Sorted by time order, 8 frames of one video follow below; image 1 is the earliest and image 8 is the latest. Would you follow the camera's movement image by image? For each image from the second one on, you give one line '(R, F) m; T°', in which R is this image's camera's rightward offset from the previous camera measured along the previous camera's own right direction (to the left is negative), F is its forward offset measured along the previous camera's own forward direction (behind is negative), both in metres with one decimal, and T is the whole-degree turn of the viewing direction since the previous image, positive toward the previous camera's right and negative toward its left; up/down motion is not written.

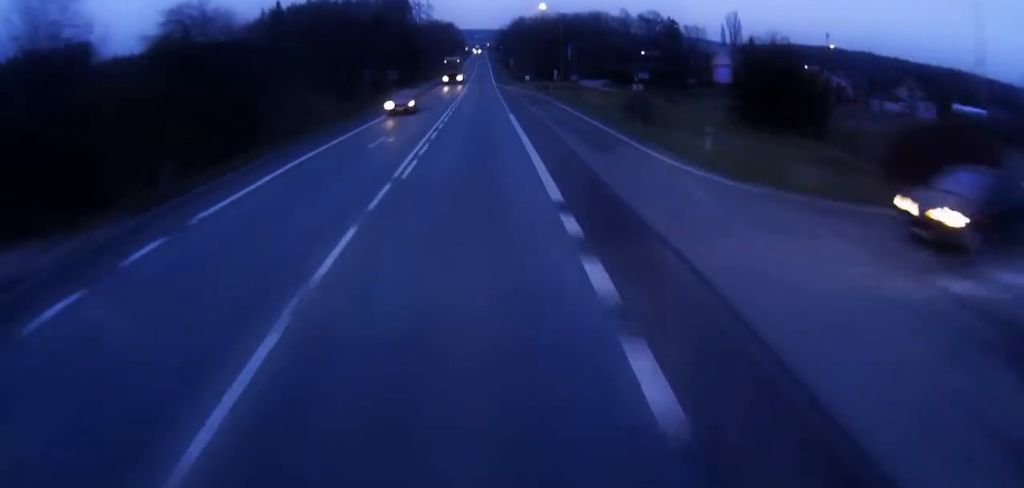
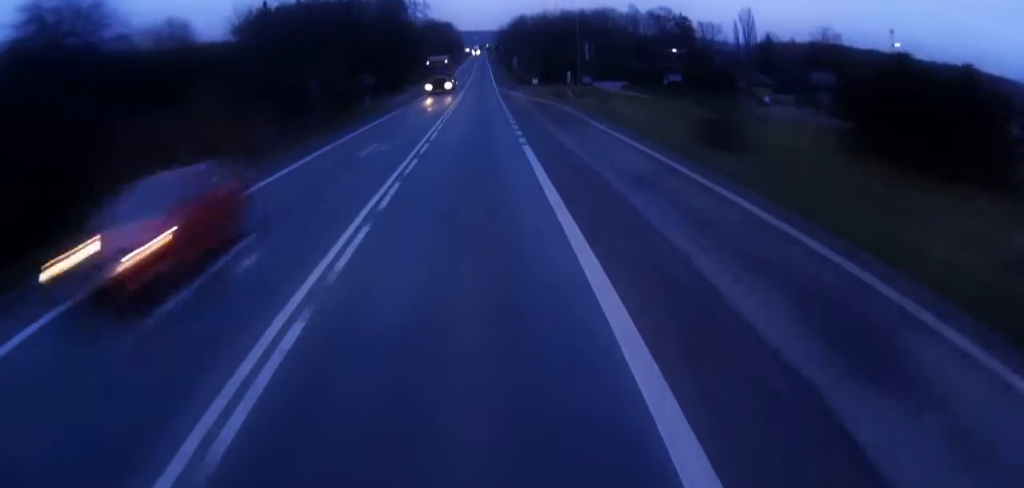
(+0.3, +17.7) m; -1°
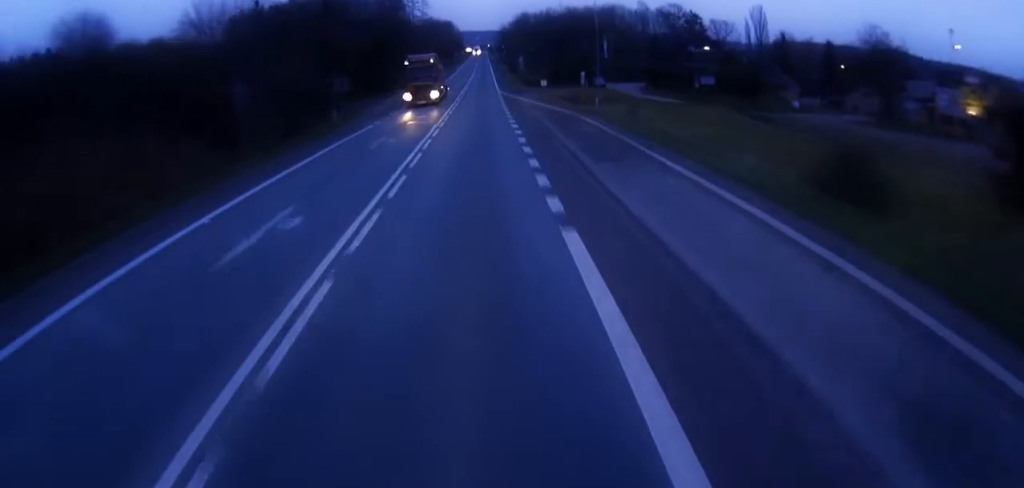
(-0.4, +12.3) m; -1°
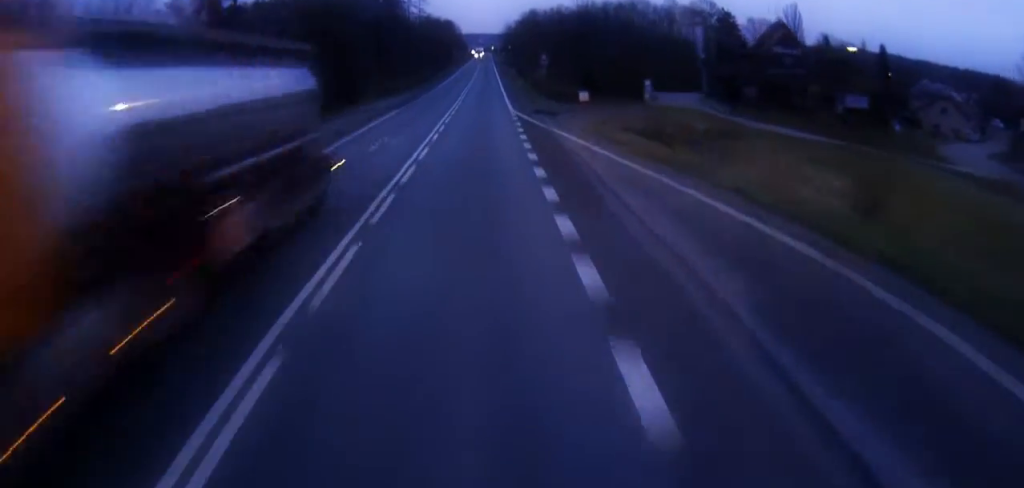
(-0.3, +30.9) m; 0°
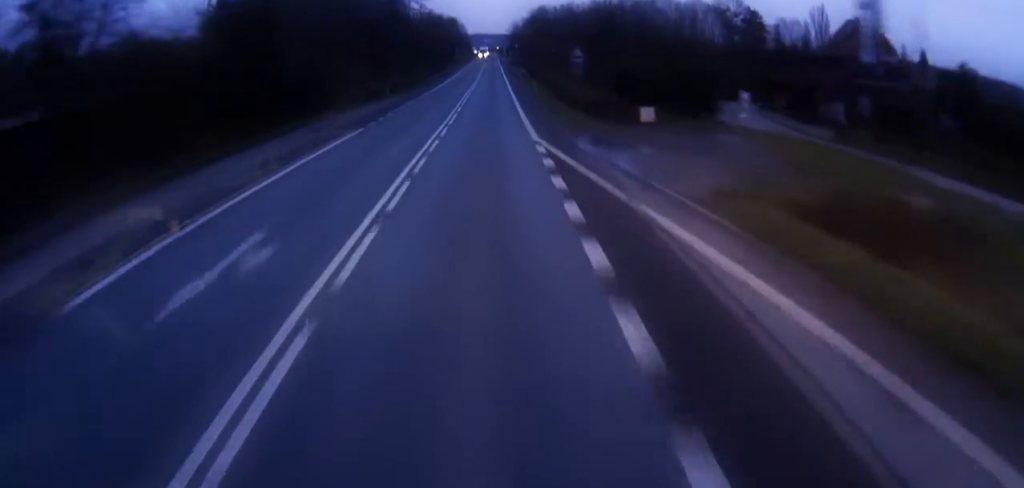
(+0.2, +17.8) m; 0°
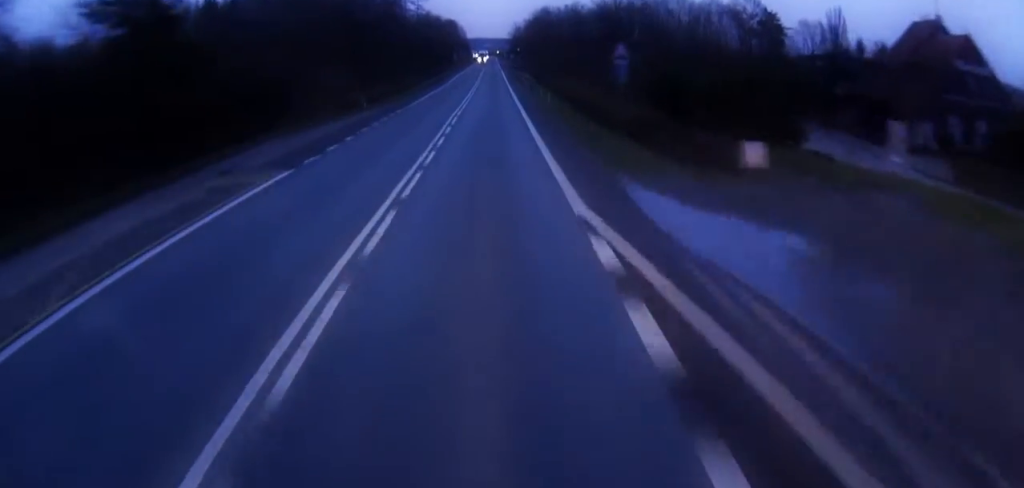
(+0.3, +12.5) m; 0°
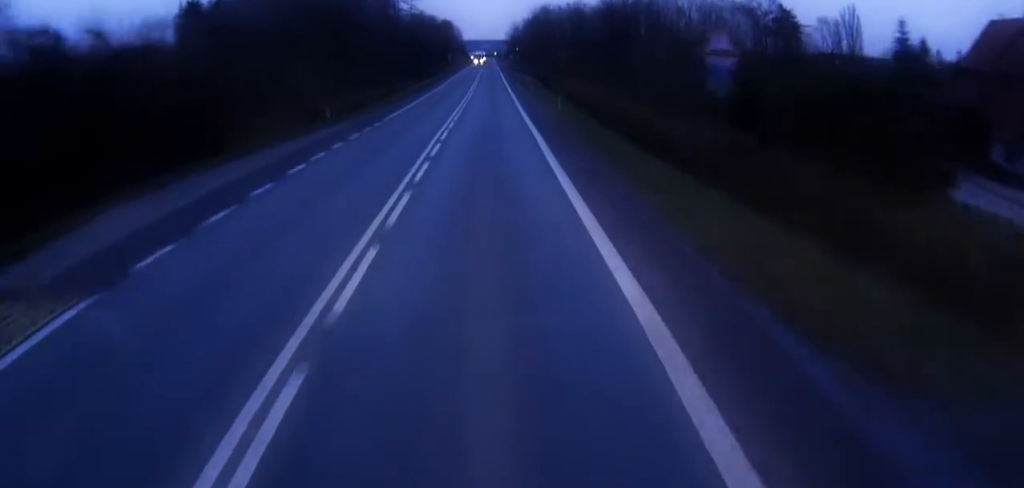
(-0.1, +11.5) m; 0°
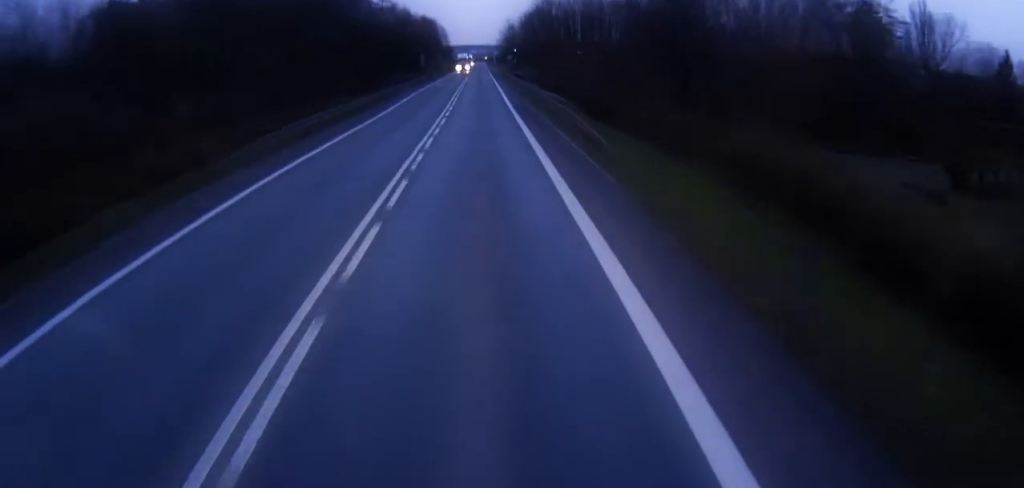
(-0.2, +44.3) m; +1°
